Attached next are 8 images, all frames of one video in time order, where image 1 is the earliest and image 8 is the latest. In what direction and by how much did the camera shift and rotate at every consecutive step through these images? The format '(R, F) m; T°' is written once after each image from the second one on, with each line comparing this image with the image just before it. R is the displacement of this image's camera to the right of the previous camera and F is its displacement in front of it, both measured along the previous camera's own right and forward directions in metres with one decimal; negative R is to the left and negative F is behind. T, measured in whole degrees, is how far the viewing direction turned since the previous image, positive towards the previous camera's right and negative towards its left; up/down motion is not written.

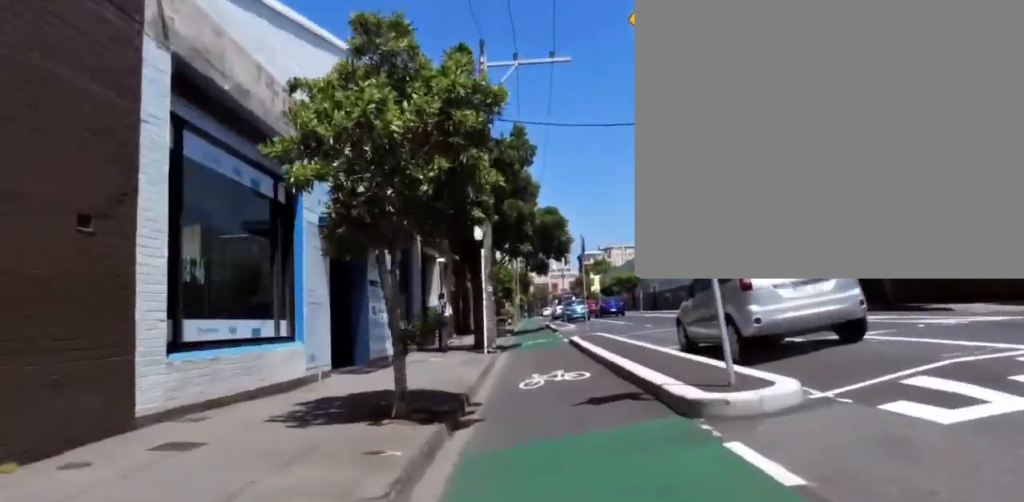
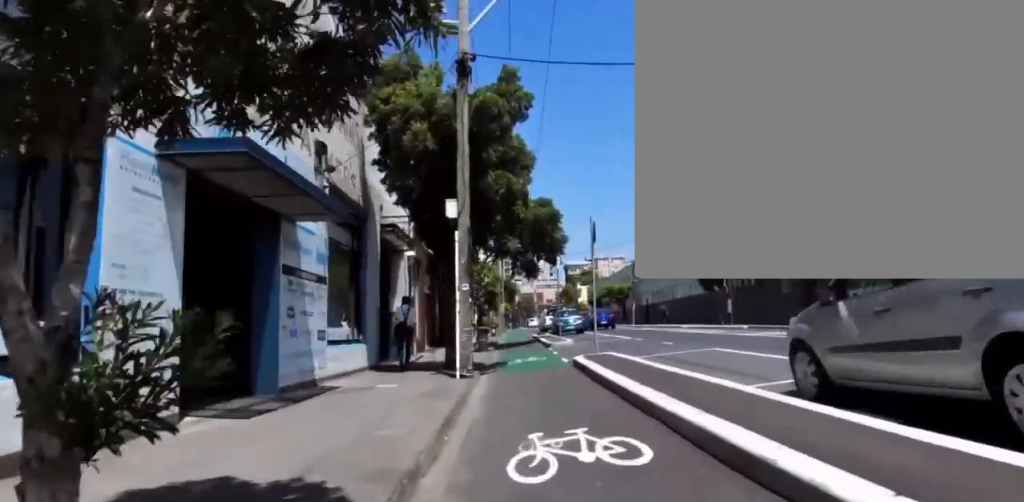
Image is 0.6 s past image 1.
(+0.4, +5.0) m; +3°
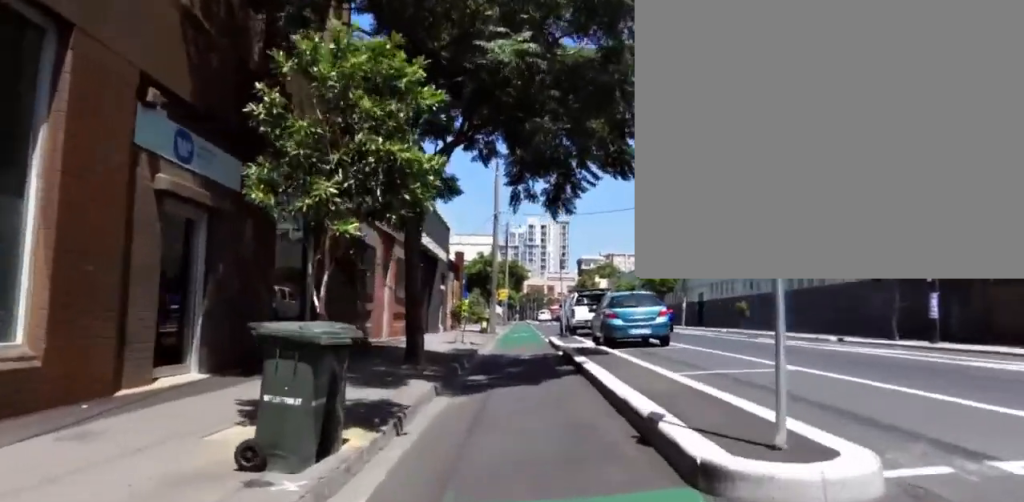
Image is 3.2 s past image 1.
(+2.1, +19.3) m; +6°
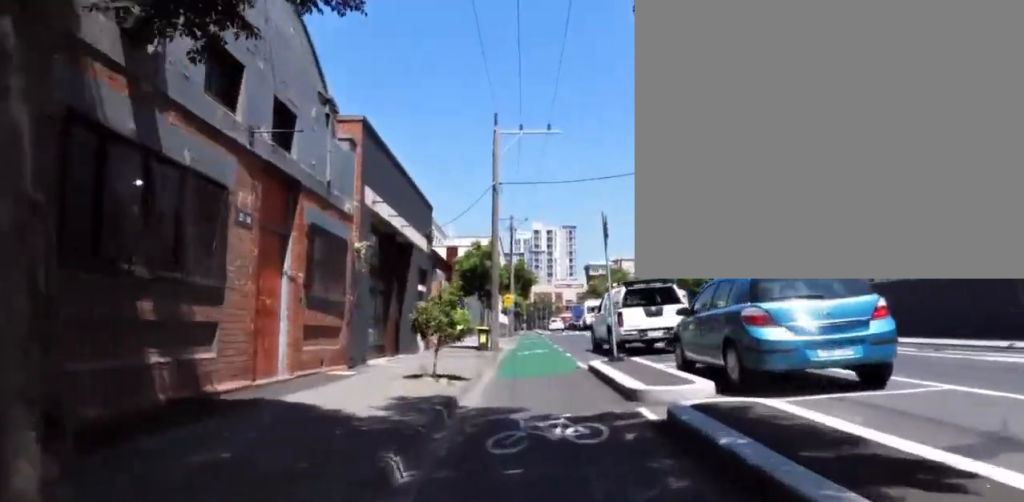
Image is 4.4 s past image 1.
(-0.7, +8.8) m; -6°
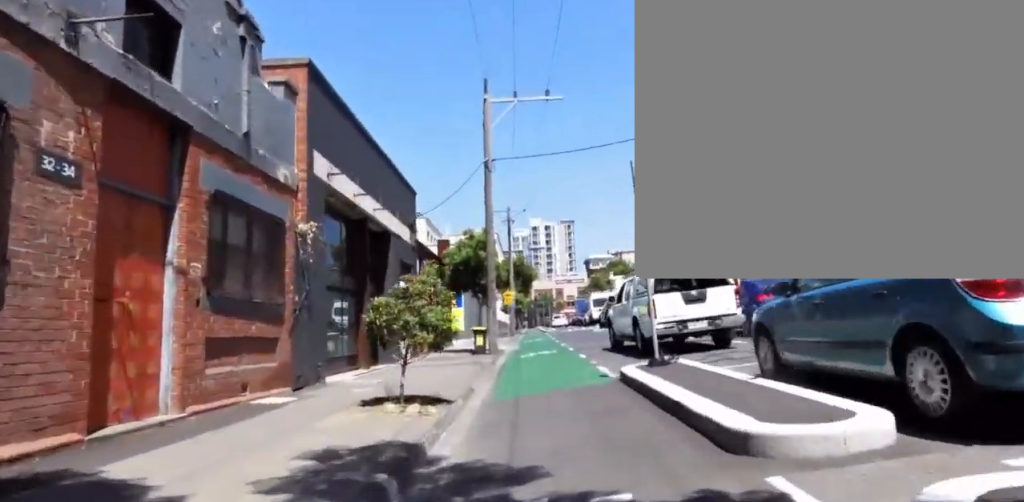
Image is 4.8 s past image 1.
(+0.1, +3.4) m; -2°
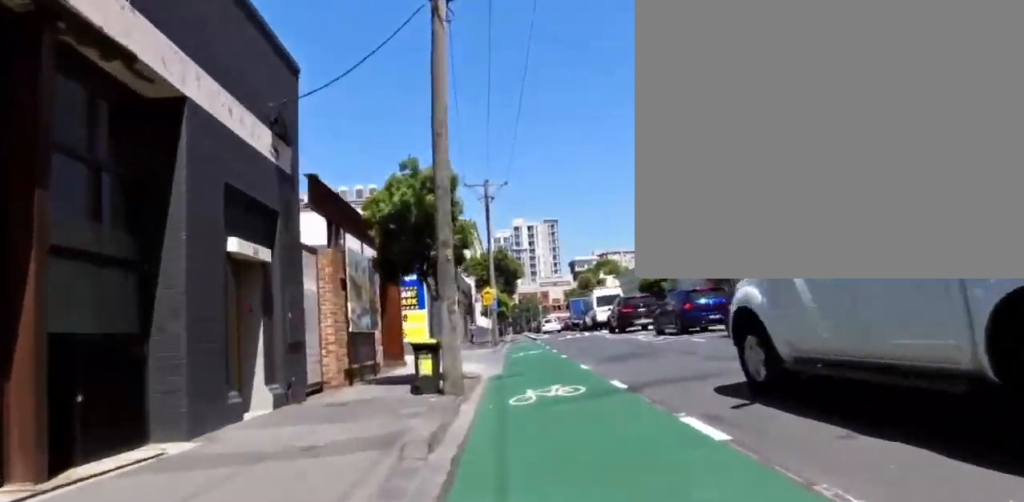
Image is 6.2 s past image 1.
(-0.7, +10.7) m; -4°
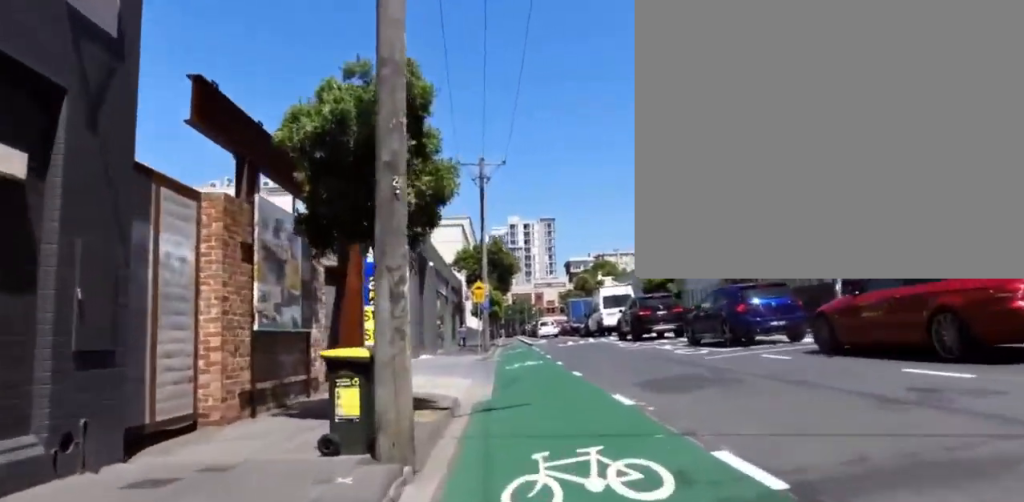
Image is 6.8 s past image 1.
(-0.1, +4.7) m; +5°
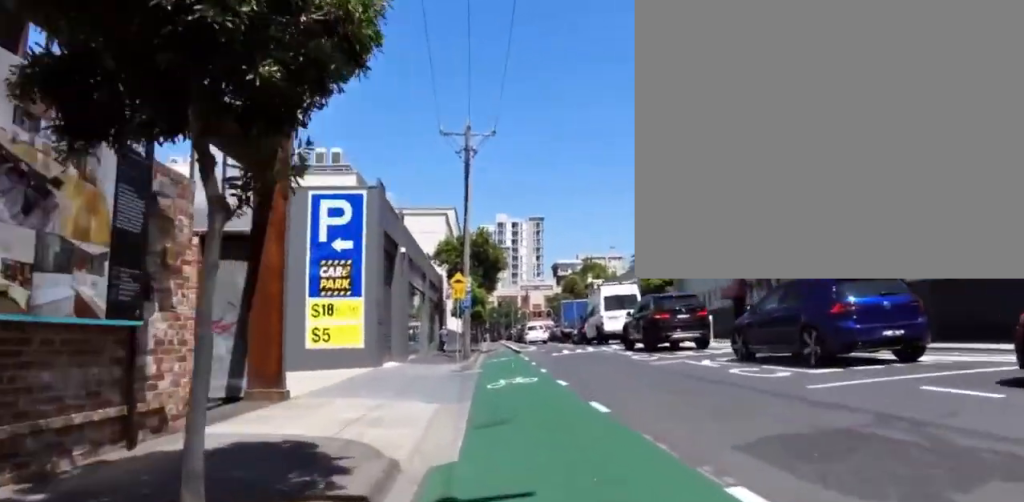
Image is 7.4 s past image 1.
(+0.3, +4.5) m; +2°
